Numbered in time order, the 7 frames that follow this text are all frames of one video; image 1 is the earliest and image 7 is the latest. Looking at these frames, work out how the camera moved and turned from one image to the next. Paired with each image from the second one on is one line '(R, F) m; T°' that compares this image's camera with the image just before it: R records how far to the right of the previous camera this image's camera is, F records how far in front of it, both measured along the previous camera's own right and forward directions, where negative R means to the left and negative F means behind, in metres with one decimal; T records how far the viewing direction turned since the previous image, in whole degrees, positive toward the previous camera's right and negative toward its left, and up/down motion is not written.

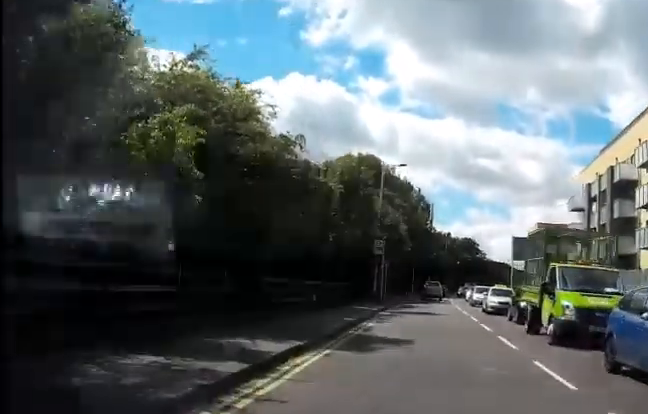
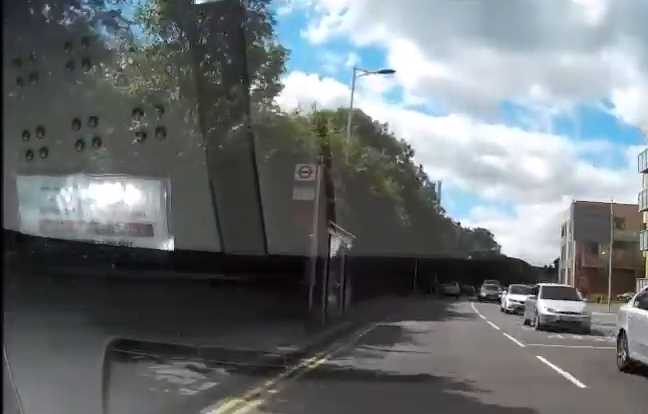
(0.0, +22.3) m; 0°
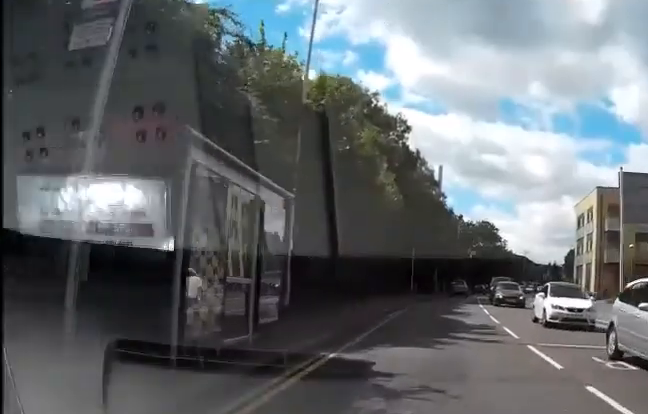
(0.0, +9.1) m; 0°
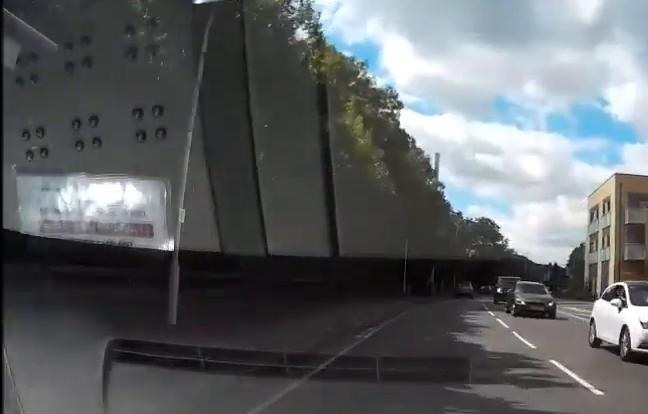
(0.0, +7.7) m; +1°
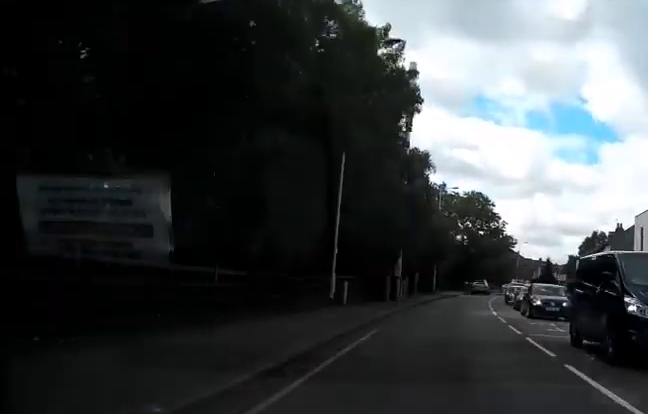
(+1.1, +27.8) m; +3°
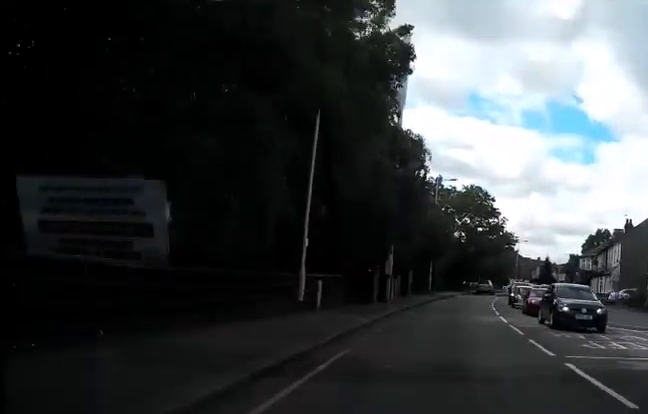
(0.0, +5.0) m; 0°
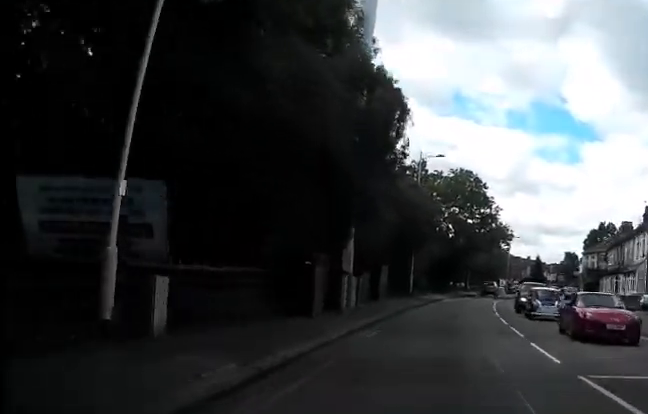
(+0.1, +11.3) m; +1°
